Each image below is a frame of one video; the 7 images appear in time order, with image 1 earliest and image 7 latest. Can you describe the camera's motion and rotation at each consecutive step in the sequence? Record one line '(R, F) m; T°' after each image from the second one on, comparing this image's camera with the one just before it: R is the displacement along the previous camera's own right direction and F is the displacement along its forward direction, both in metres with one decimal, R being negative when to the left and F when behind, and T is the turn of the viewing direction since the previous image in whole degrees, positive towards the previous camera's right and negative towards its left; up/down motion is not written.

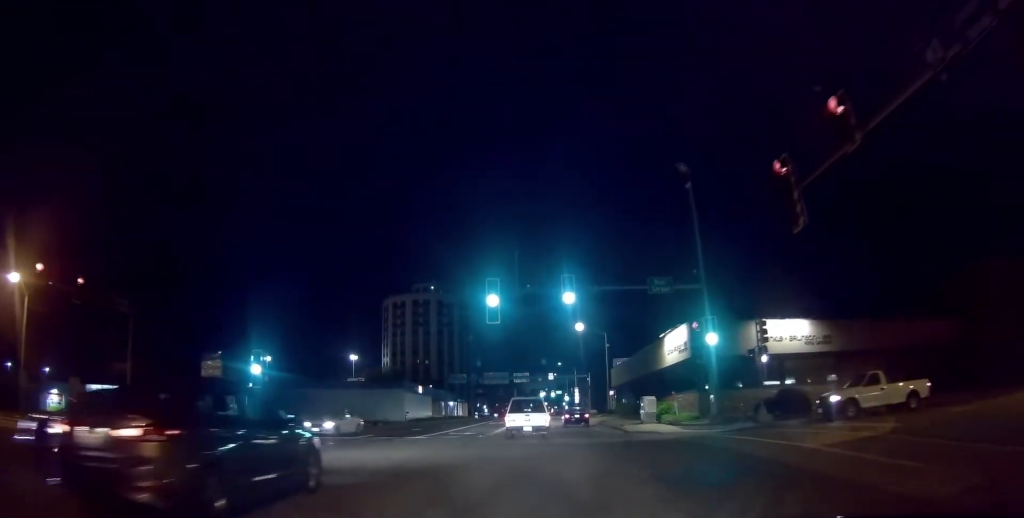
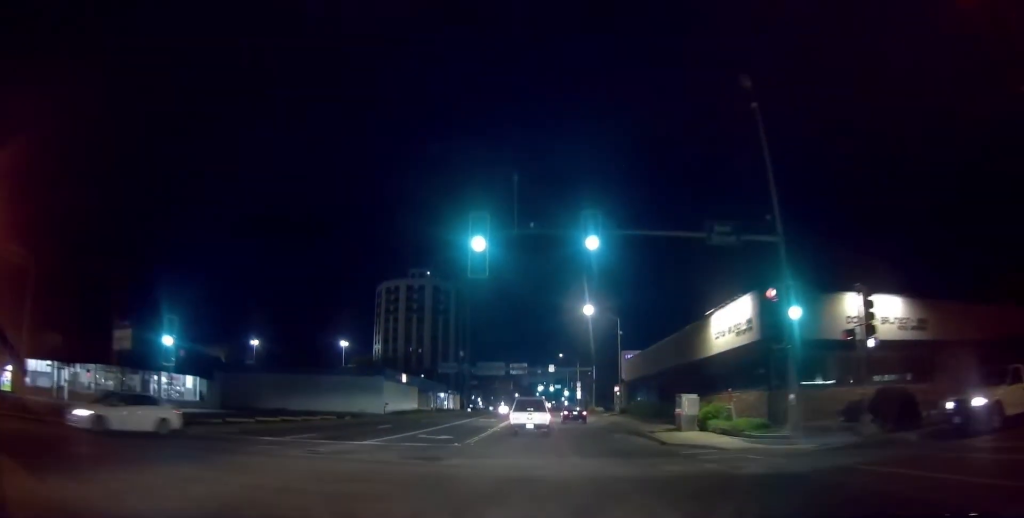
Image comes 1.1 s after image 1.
(-0.4, +7.5) m; -5°
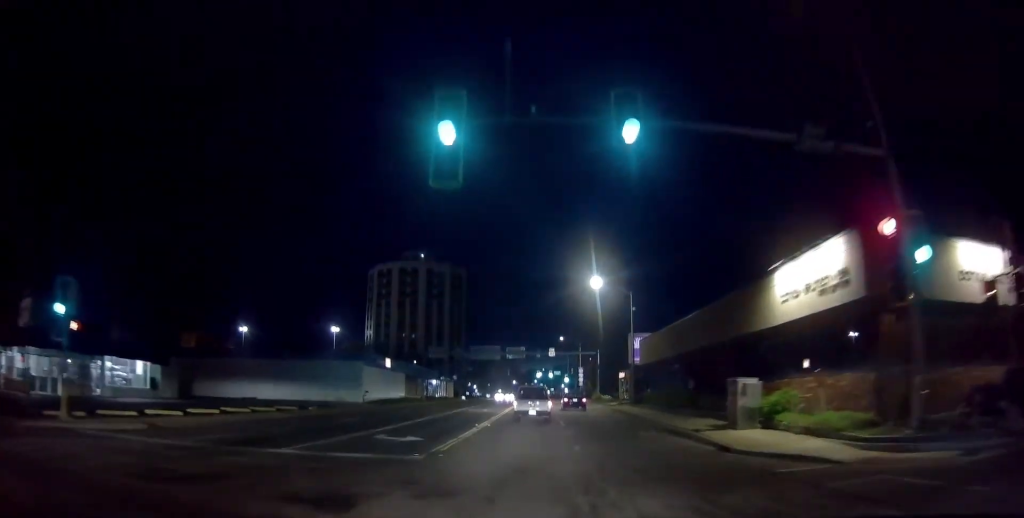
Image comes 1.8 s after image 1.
(-0.2, +5.8) m; -2°
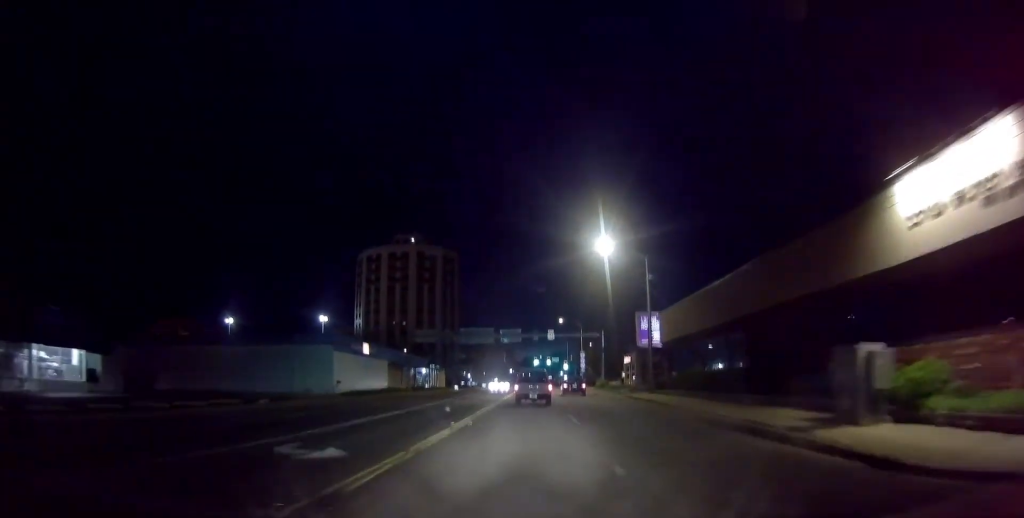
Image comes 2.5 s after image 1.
(0.0, +6.2) m; 0°
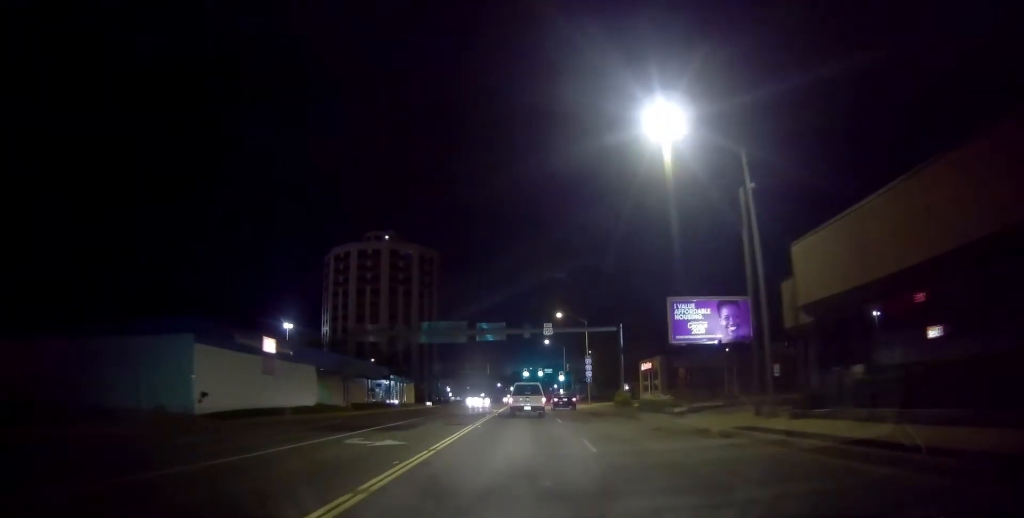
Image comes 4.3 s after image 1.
(0.0, +18.0) m; 0°
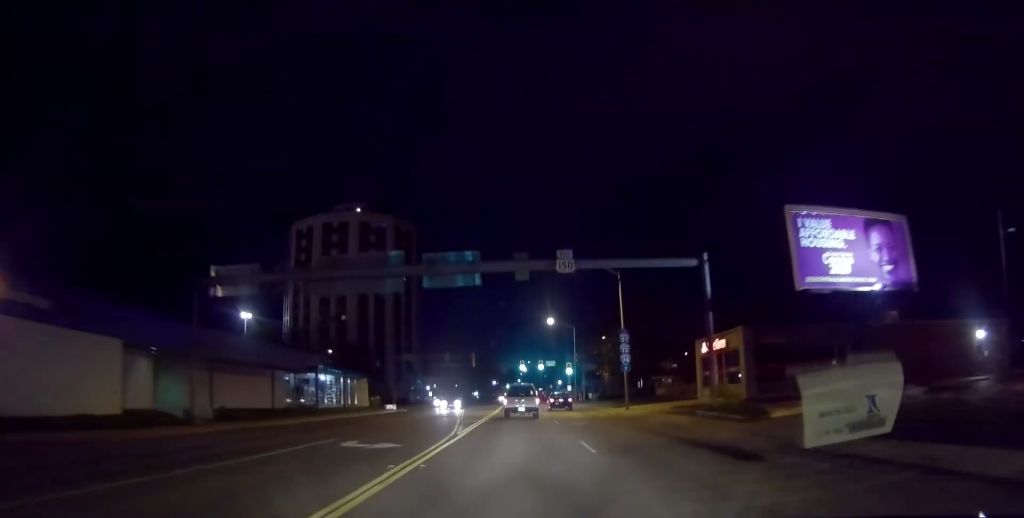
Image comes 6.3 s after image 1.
(0.0, +23.2) m; 0°
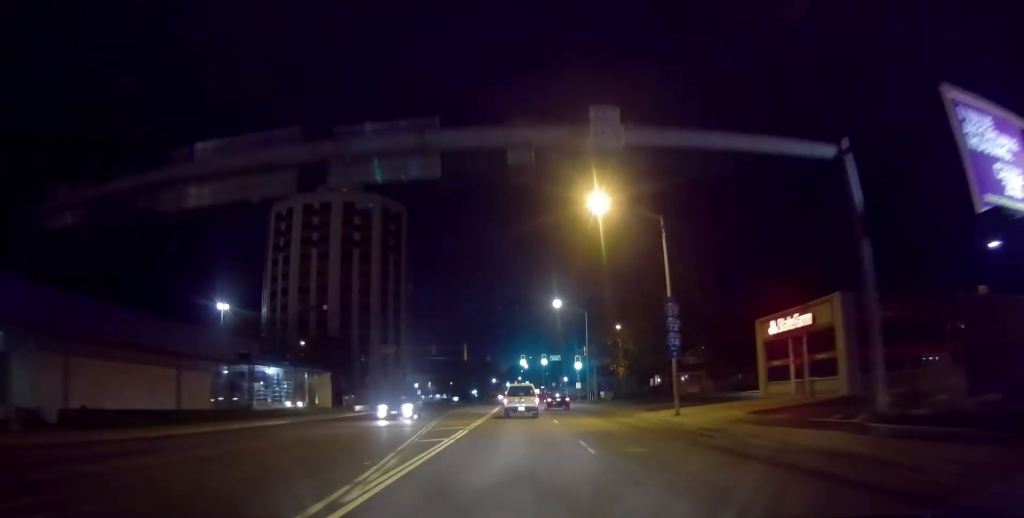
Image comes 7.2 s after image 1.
(0.0, +11.5) m; 0°
